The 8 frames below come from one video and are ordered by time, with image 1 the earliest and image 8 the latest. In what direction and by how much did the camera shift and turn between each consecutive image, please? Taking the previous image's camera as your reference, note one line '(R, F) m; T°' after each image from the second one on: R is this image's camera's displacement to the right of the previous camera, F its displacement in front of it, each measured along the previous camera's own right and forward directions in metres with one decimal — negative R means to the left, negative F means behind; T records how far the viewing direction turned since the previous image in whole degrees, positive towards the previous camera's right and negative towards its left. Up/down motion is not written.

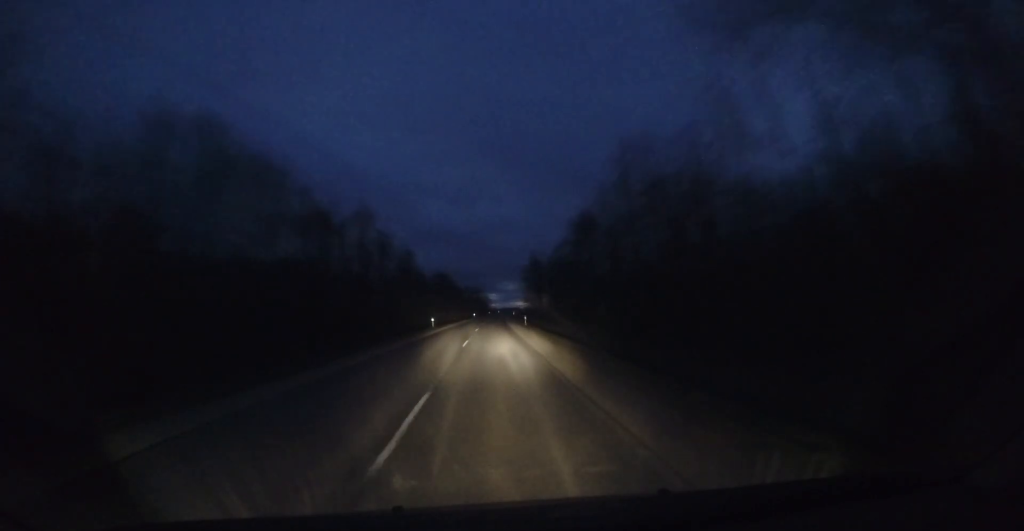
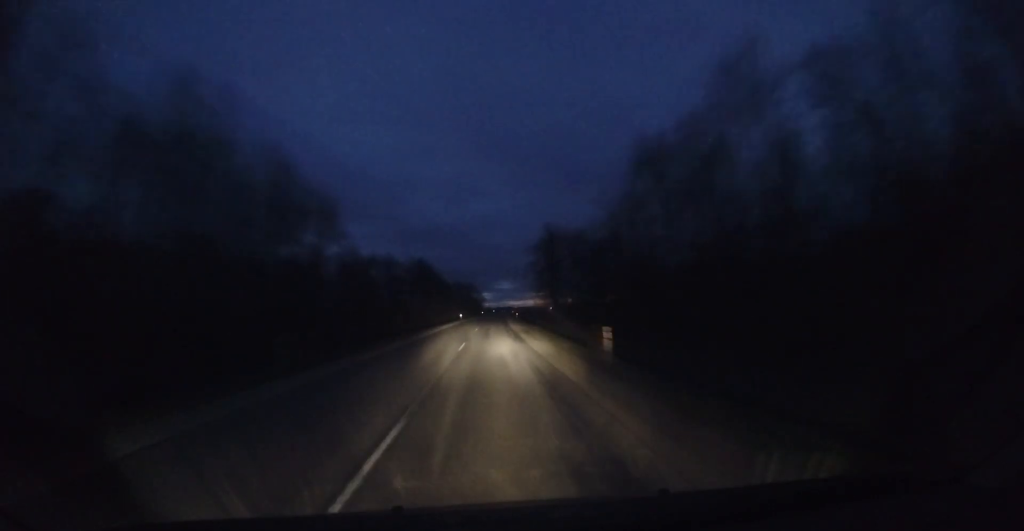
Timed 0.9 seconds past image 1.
(+0.6, +25.3) m; +1°
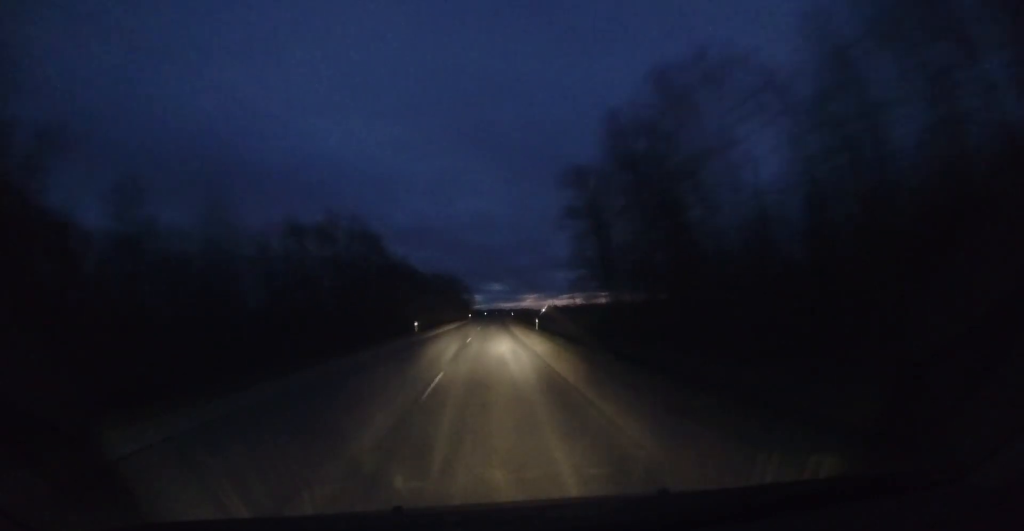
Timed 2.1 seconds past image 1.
(+0.2, +31.2) m; +2°
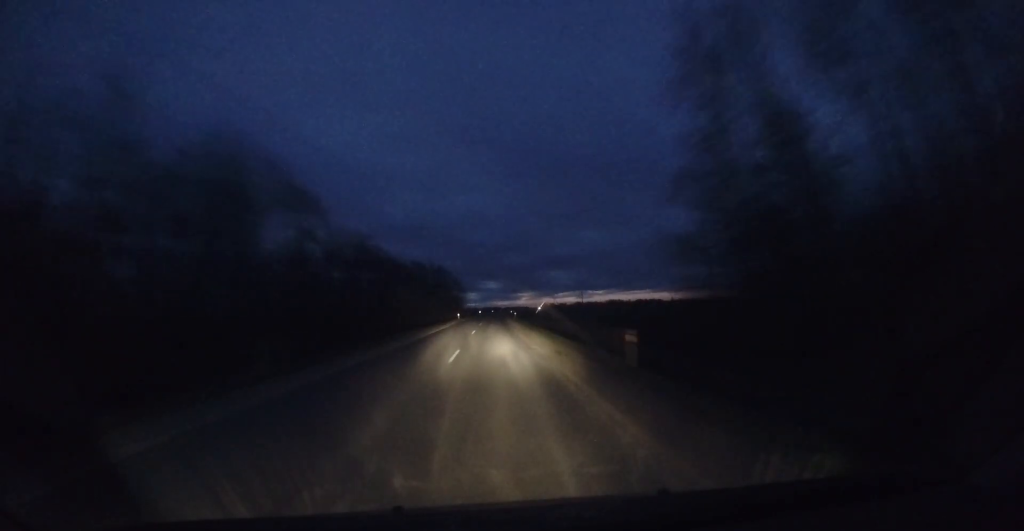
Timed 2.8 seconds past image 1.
(+0.5, +19.1) m; +1°
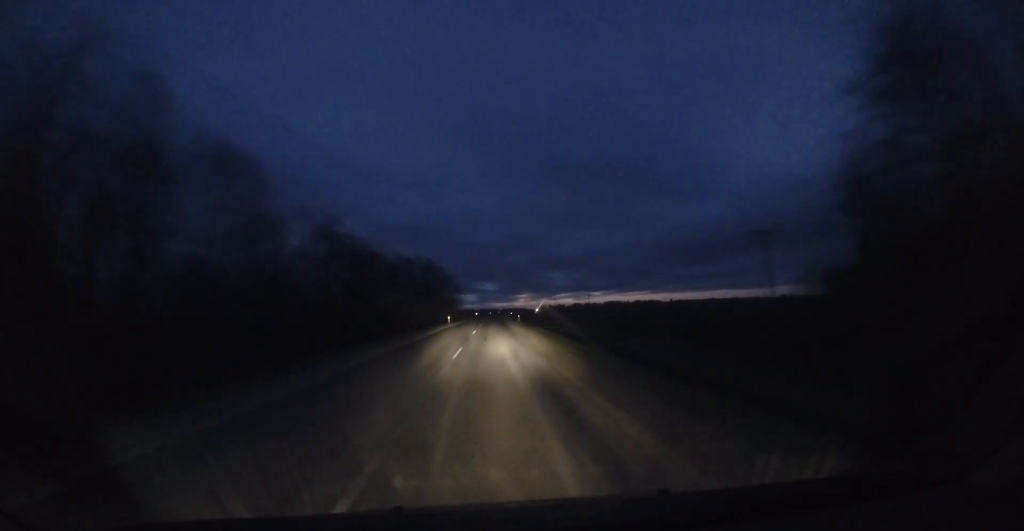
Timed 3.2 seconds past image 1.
(-0.1, +11.4) m; 0°
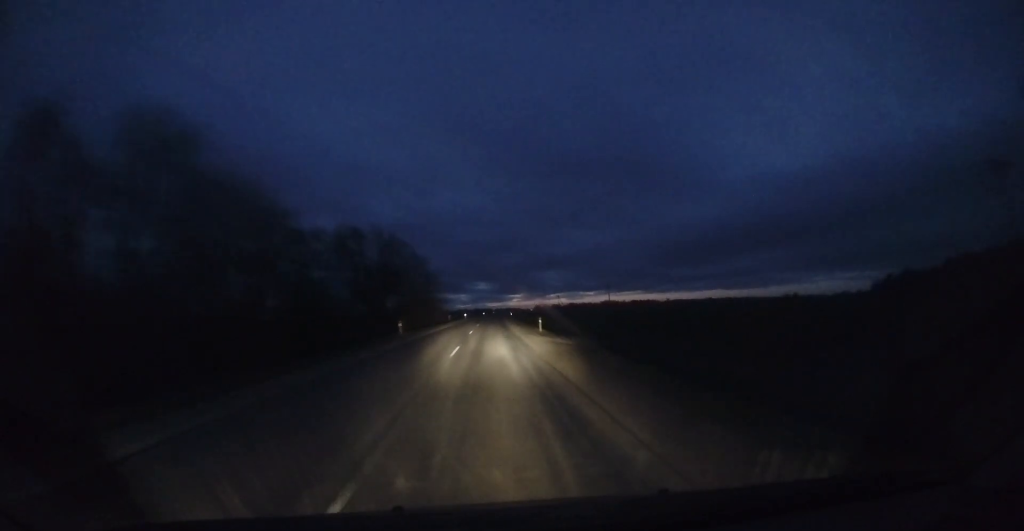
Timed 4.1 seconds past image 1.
(0.0, +23.2) m; +1°
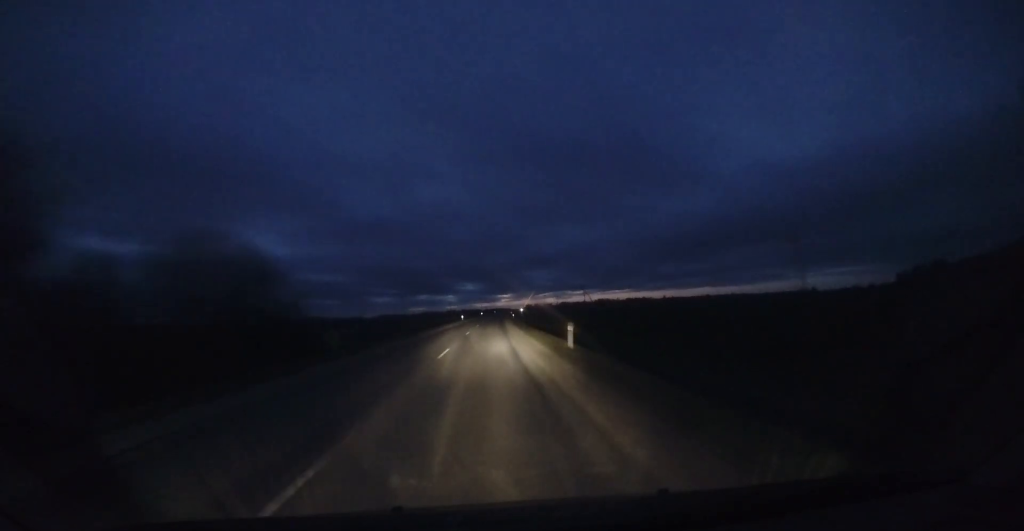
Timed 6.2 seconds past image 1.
(+1.0, +60.4) m; +1°
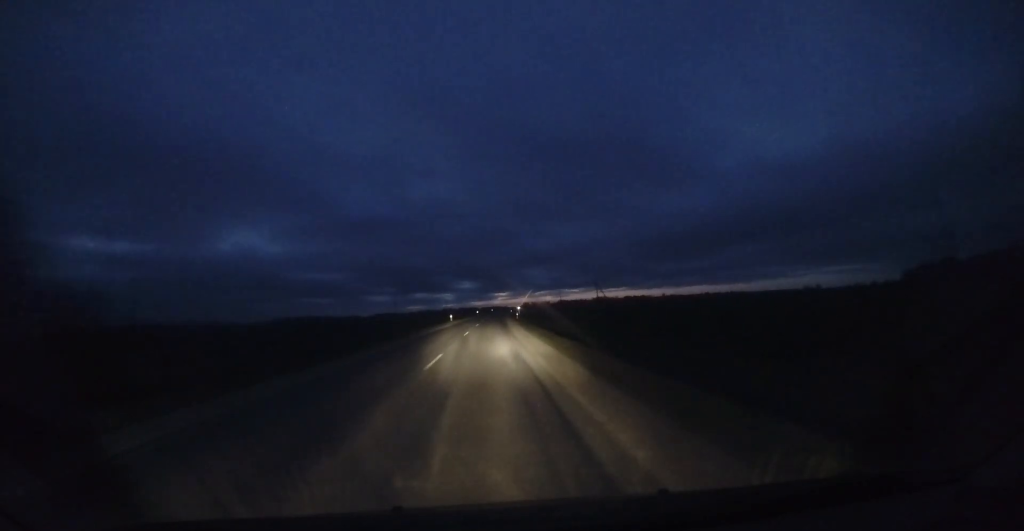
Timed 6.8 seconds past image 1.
(-0.3, +14.4) m; 0°
